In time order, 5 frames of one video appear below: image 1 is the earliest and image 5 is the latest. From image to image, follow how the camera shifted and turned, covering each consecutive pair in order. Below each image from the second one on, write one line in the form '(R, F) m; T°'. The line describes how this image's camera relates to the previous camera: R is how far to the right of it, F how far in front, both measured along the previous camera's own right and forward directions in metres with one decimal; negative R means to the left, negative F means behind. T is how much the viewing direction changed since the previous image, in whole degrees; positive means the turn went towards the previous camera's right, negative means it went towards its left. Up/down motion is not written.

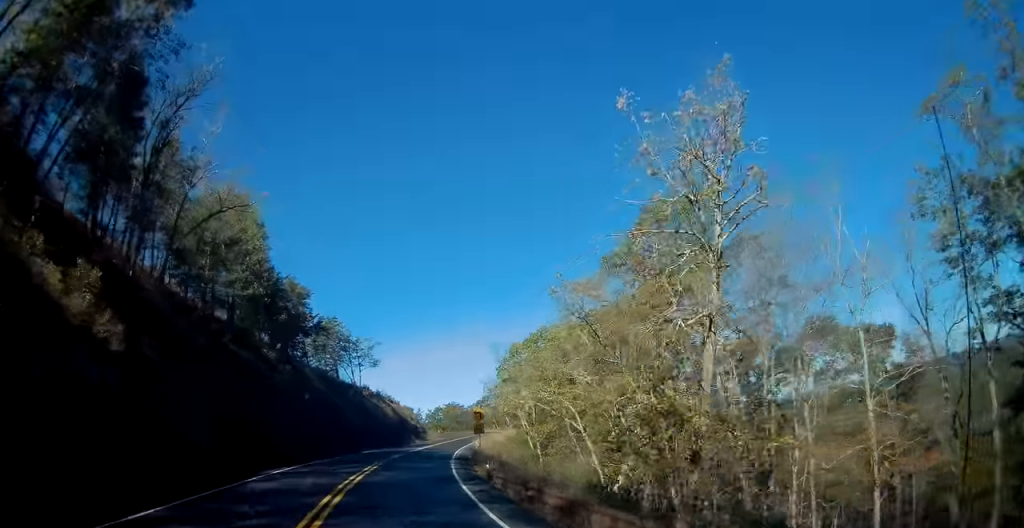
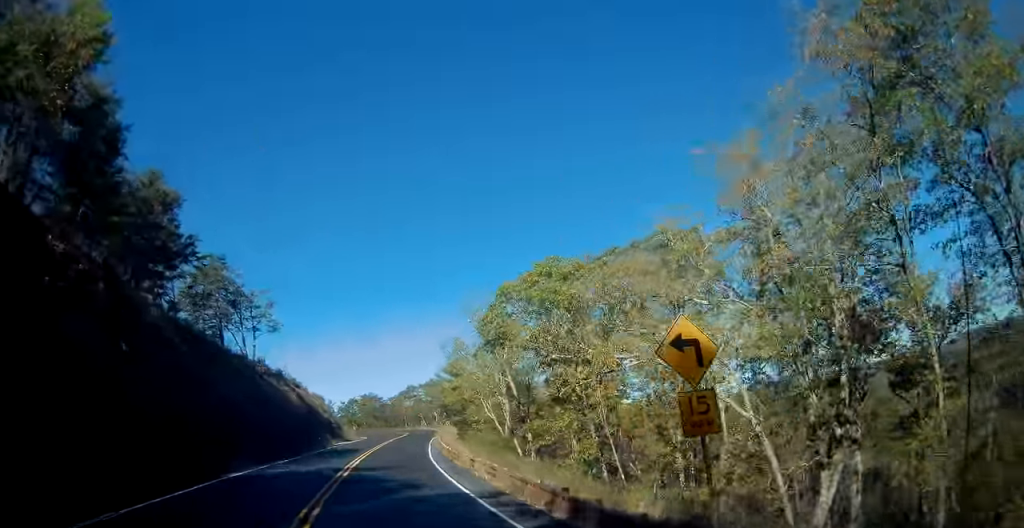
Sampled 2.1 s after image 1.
(+2.4, +28.4) m; +11°
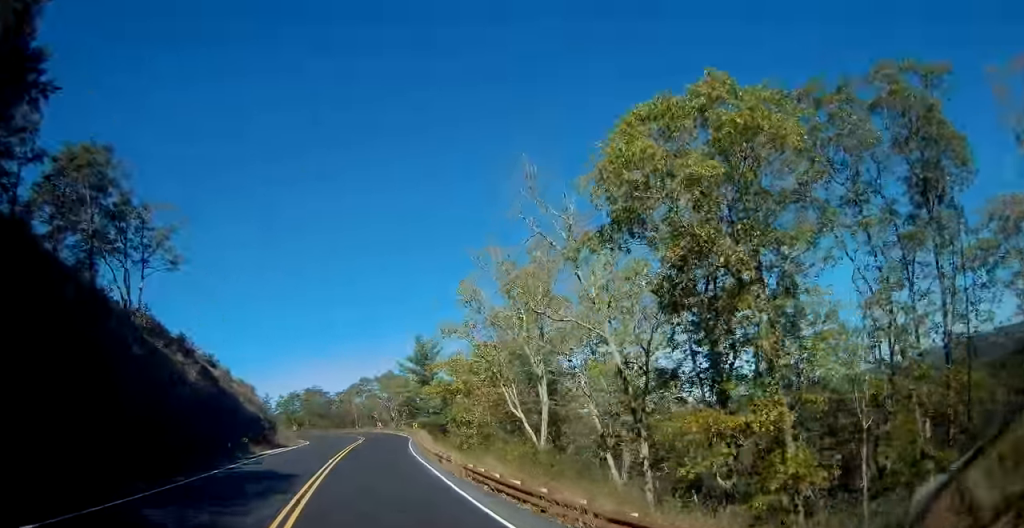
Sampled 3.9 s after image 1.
(+1.4, +25.1) m; +4°
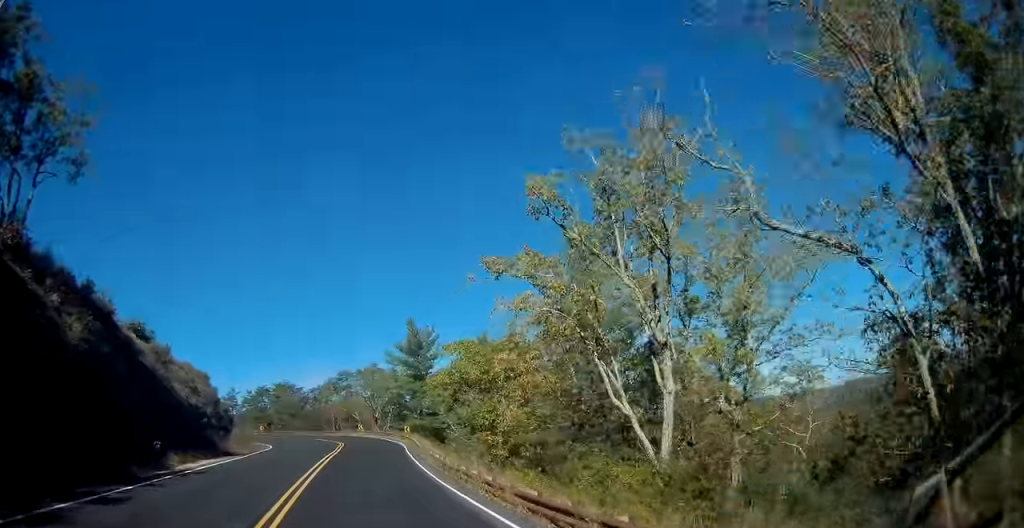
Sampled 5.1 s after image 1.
(0.0, +16.2) m; 0°
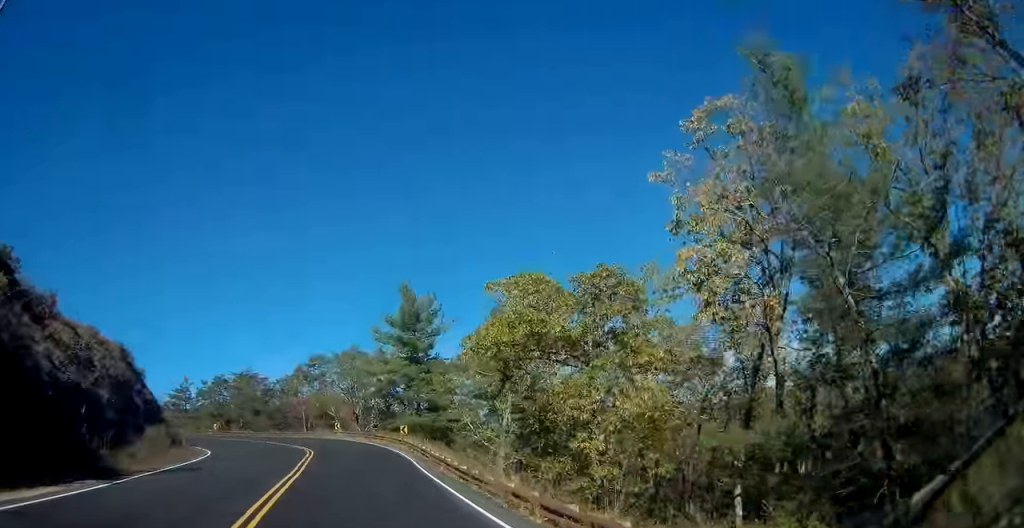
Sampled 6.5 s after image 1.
(+0.2, +18.4) m; +3°
